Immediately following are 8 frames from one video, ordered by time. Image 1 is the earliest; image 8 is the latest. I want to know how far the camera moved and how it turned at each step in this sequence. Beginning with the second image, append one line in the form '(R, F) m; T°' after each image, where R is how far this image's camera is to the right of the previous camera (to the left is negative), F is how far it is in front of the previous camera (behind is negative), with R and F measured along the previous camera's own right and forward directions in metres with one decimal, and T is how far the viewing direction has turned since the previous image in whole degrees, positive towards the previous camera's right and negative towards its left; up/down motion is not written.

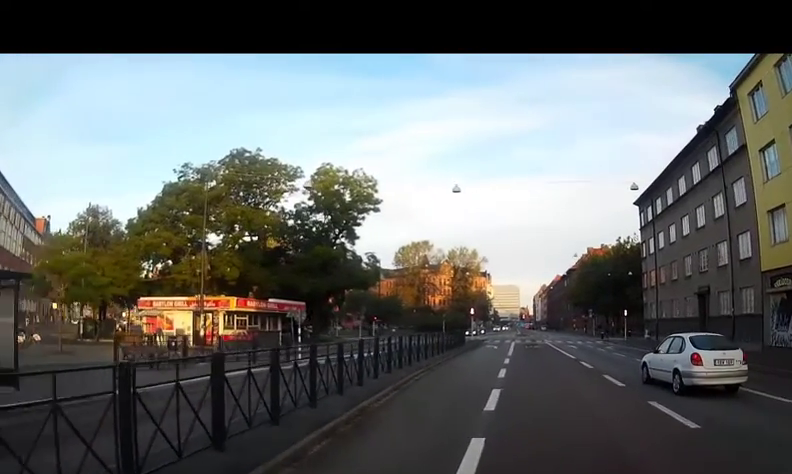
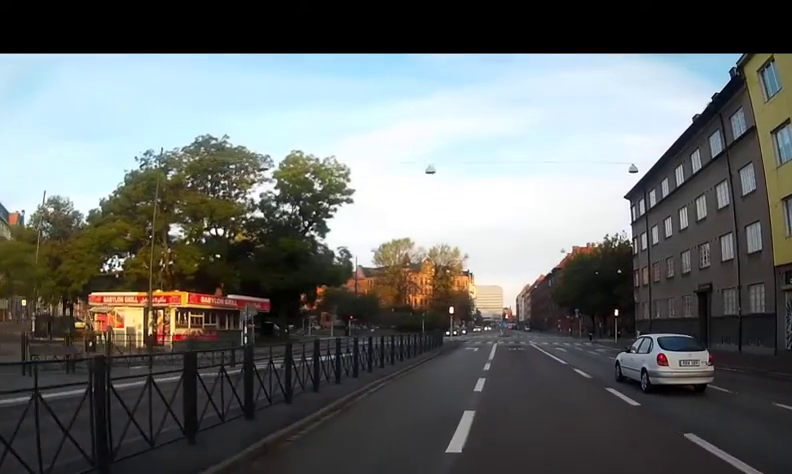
(-0.1, +3.0) m; +3°
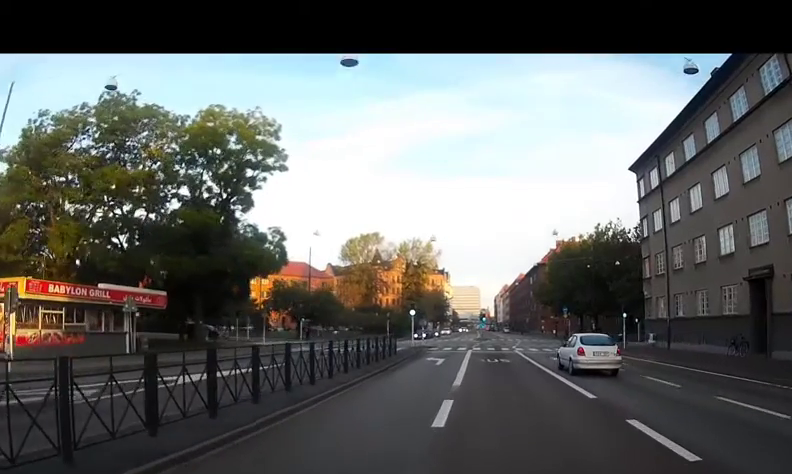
(+1.1, +10.6) m; +8°
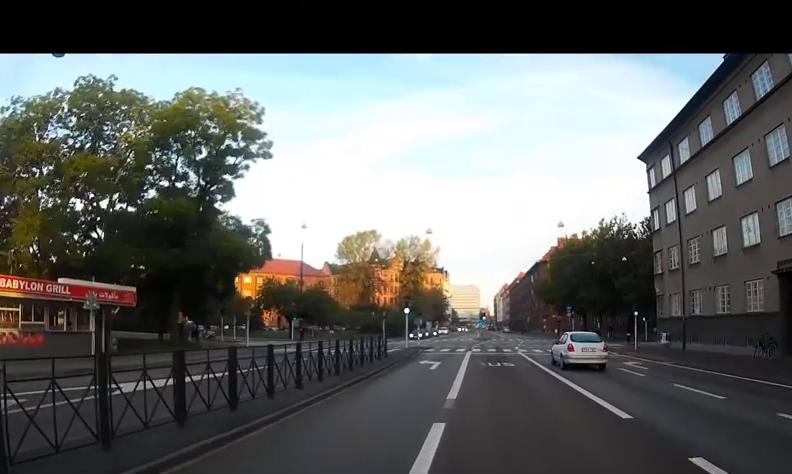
(0.0, +2.9) m; +1°
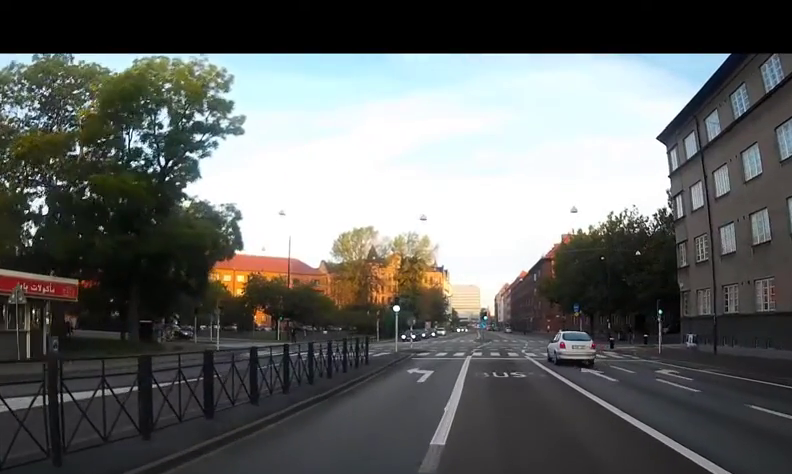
(+0.1, +4.9) m; 0°
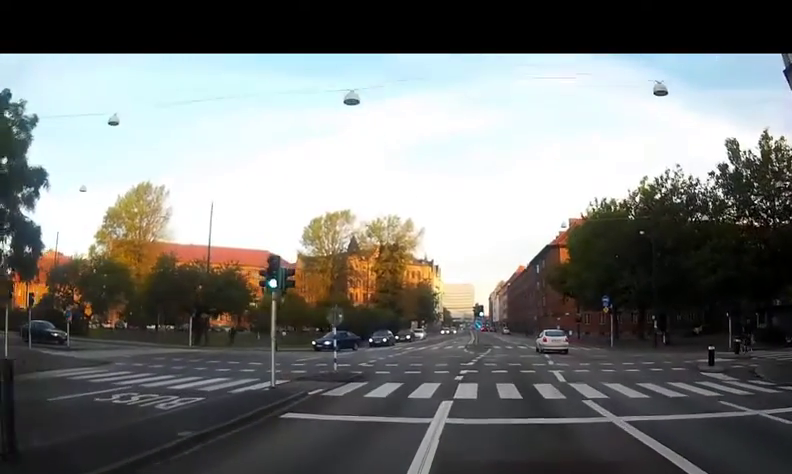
(-0.3, +16.7) m; -2°
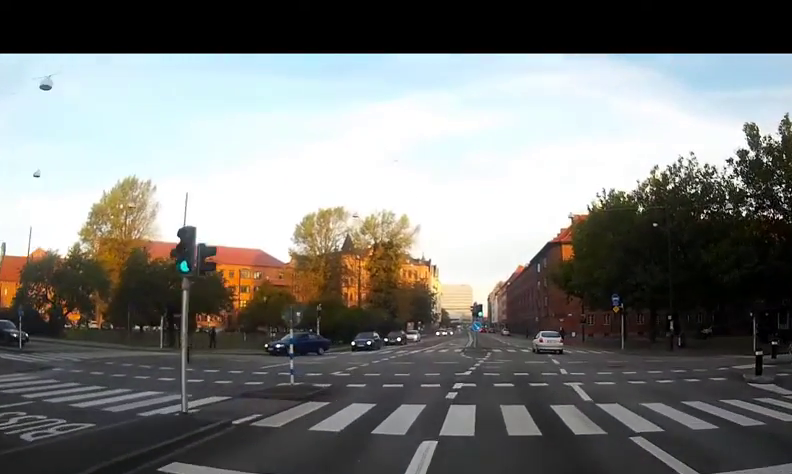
(-0.1, +4.0) m; 0°
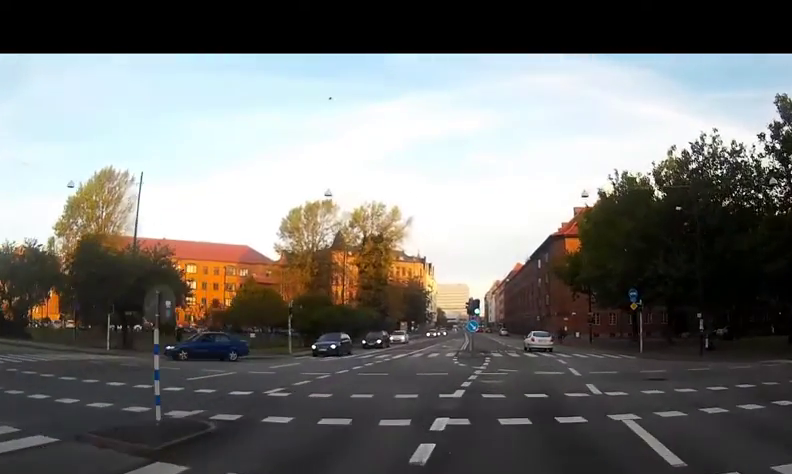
(-0.1, +6.1) m; +1°
